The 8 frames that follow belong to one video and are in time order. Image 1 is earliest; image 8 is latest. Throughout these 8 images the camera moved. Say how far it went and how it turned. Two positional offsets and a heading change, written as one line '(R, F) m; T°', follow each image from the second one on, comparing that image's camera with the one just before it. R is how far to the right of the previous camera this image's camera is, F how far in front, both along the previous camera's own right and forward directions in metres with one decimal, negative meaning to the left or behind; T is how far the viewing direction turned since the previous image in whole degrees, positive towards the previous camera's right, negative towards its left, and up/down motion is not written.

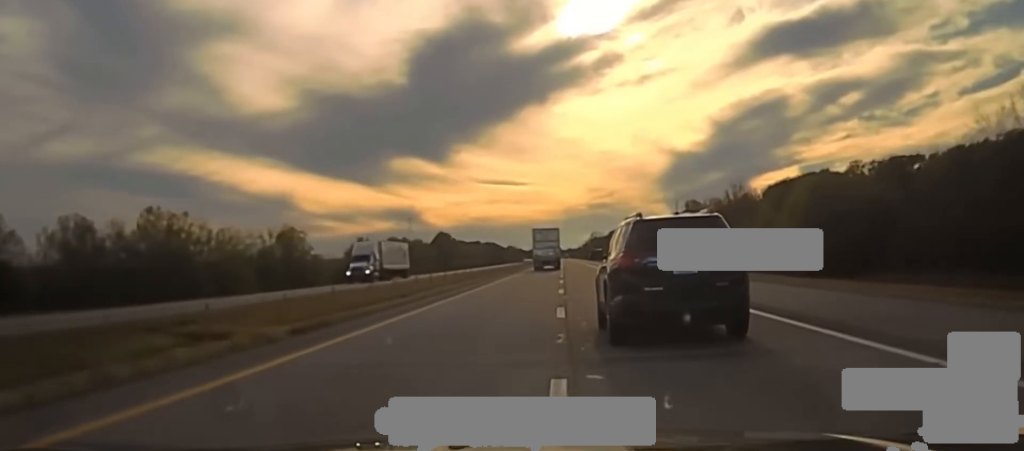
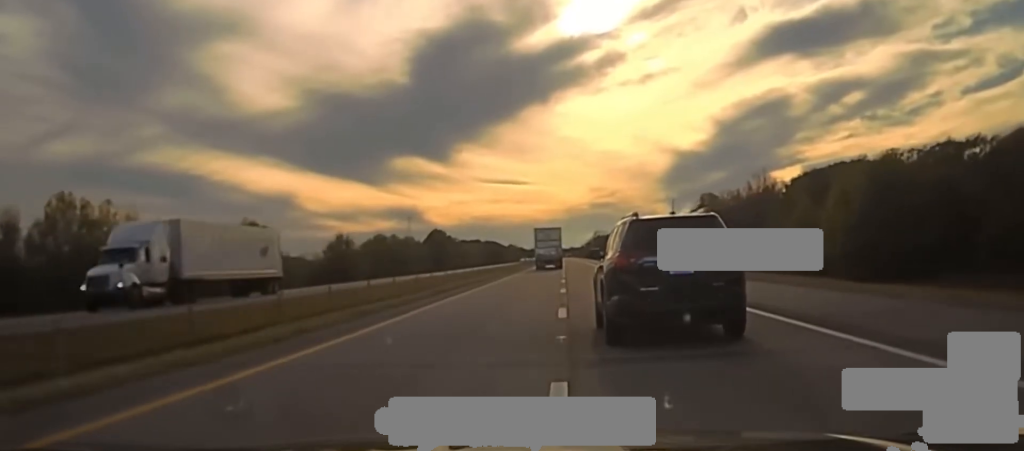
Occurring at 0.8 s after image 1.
(+0.4, +25.4) m; +1°
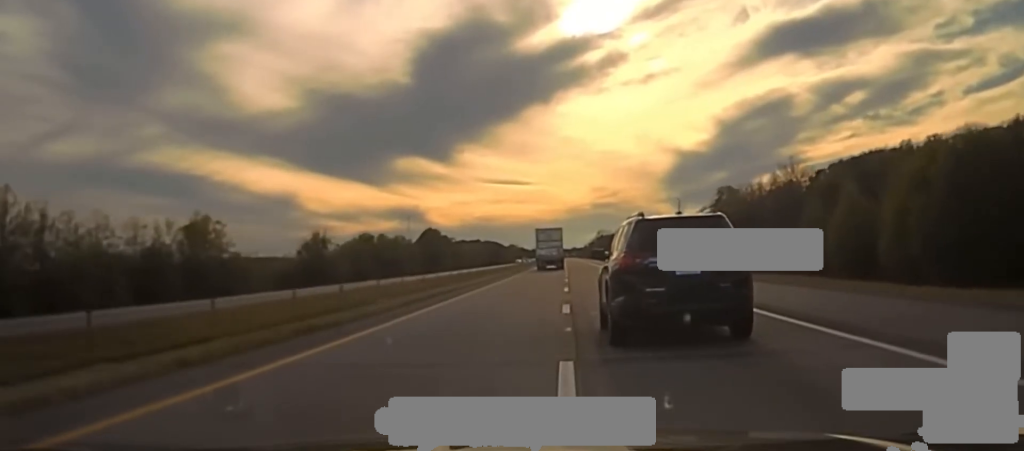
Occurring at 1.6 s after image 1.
(+0.6, +24.0) m; -2°
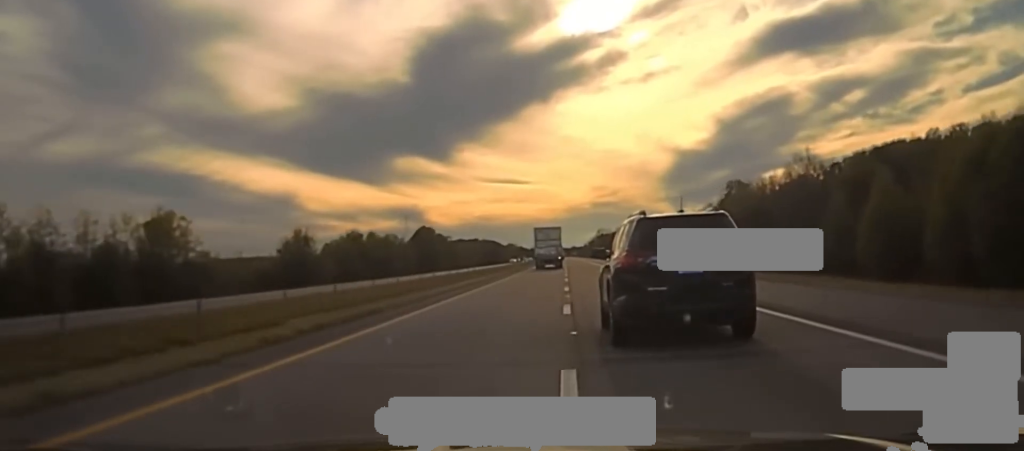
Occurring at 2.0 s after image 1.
(-0.8, +14.0) m; -2°
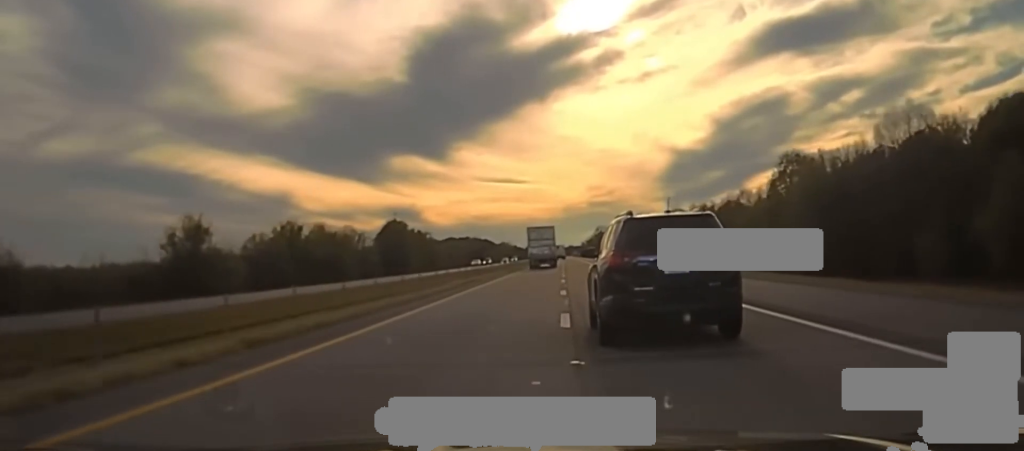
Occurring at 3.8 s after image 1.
(-1.5, +54.5) m; -1°
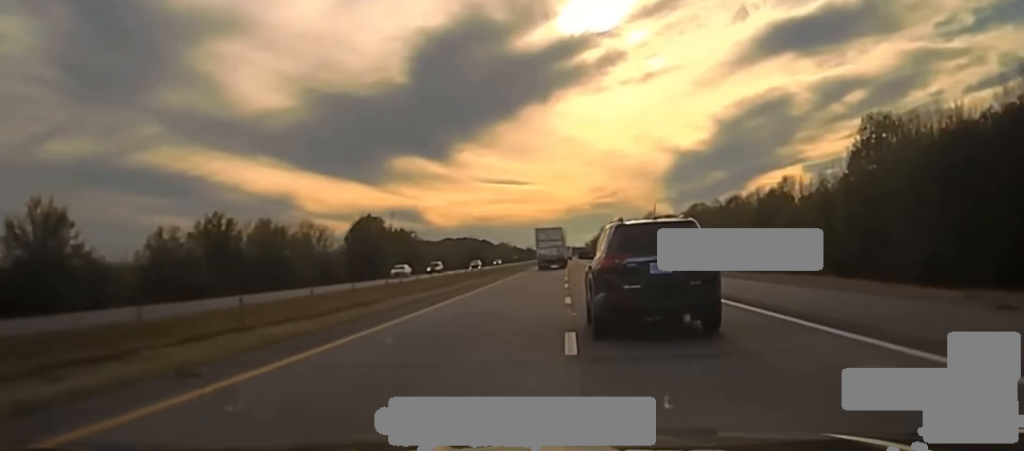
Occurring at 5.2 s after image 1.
(+0.6, +37.9) m; +2°
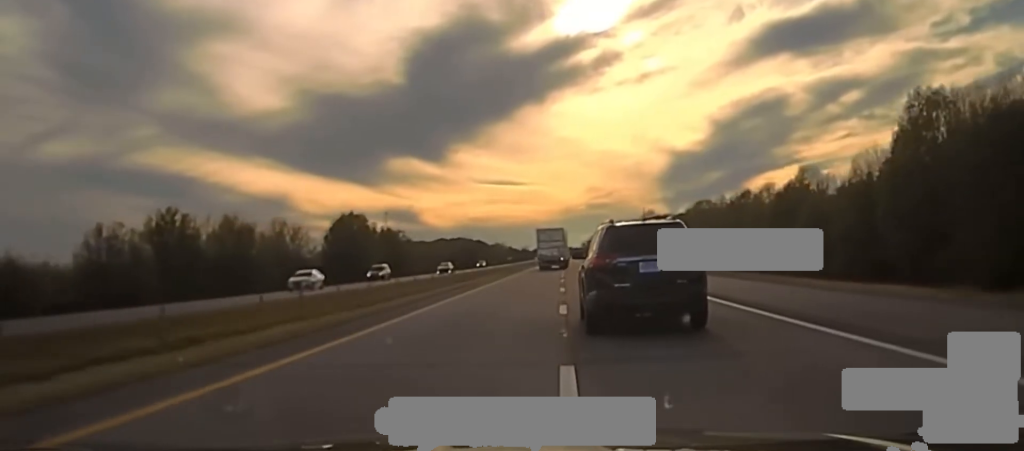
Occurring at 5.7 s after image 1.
(+0.1, +15.6) m; 0°
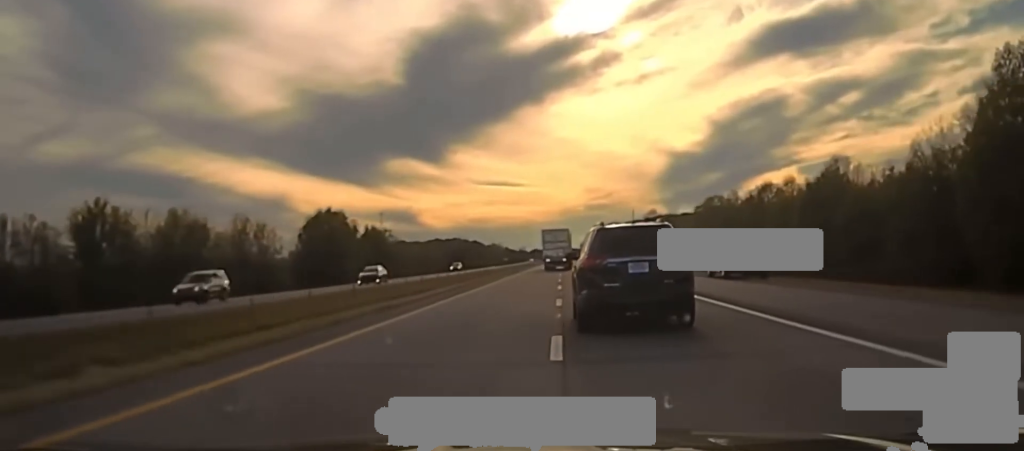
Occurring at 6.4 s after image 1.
(0.0, +19.8) m; 0°
